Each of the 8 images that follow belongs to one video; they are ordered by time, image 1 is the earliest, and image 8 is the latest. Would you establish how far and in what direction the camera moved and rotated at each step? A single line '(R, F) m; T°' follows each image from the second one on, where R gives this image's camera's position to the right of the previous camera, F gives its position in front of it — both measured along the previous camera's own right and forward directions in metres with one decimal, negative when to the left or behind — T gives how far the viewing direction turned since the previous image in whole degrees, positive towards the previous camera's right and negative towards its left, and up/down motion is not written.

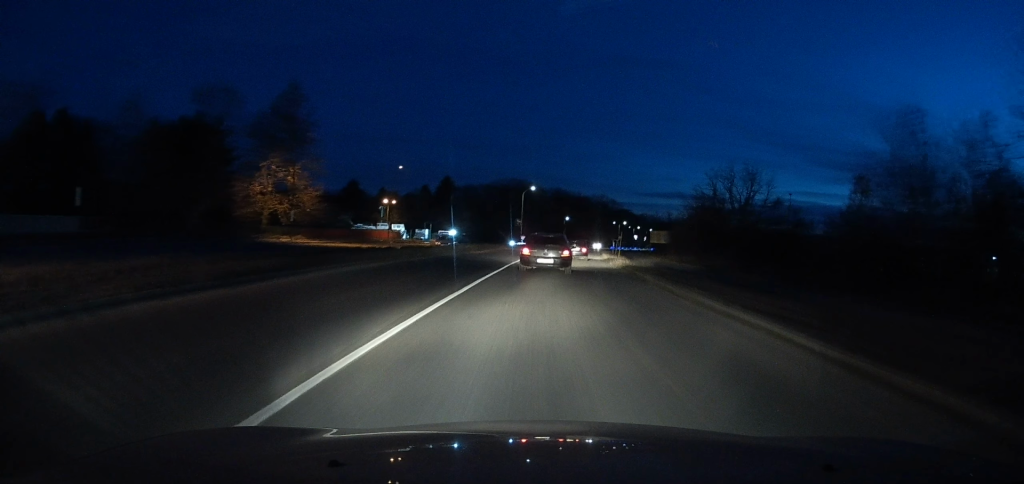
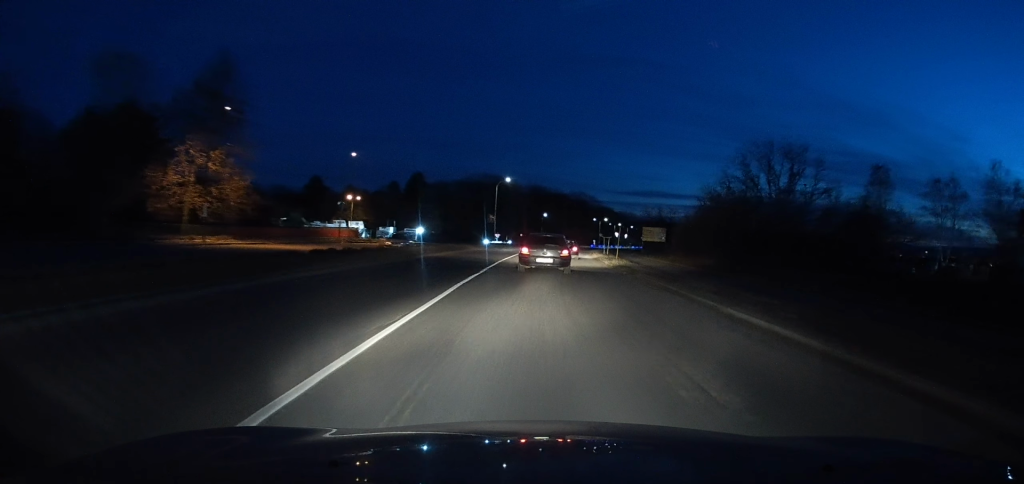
(+0.1, +12.6) m; +1°
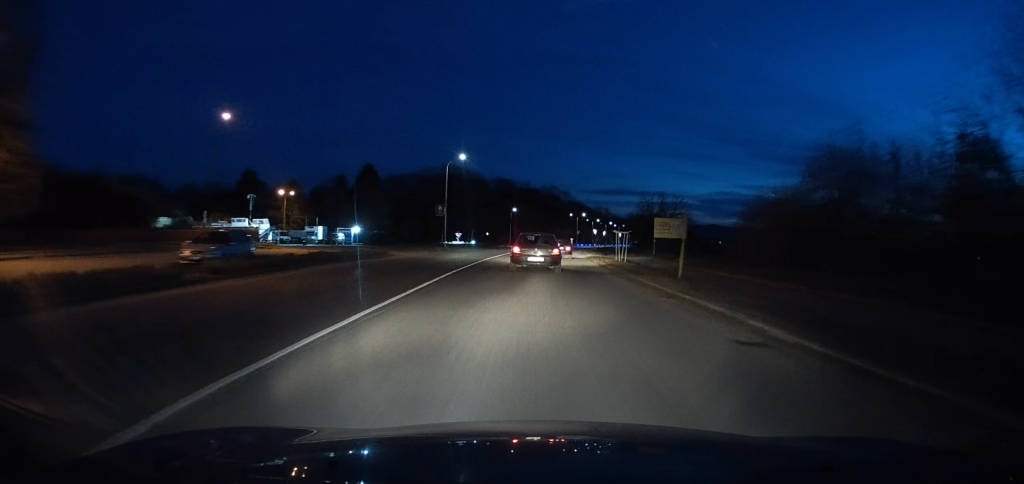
(+0.6, +26.3) m; +4°
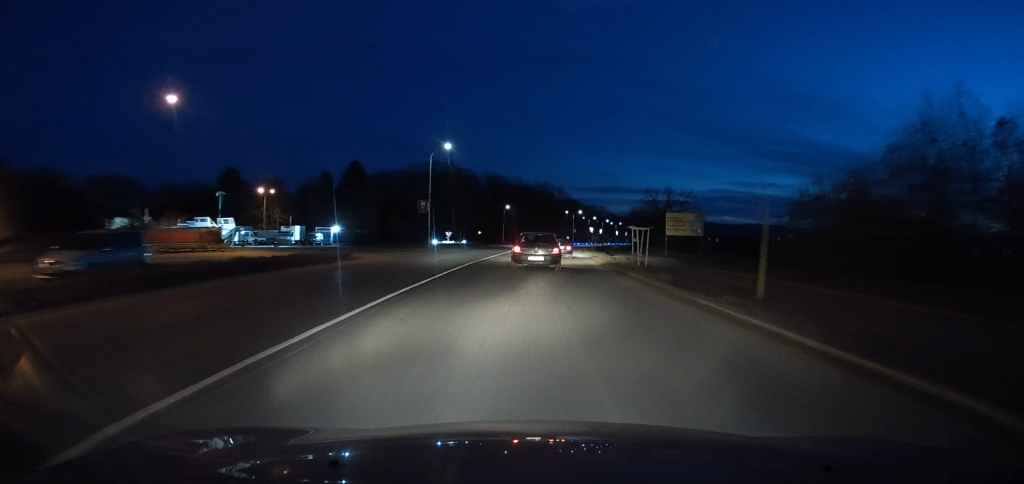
(+0.2, +7.6) m; +1°
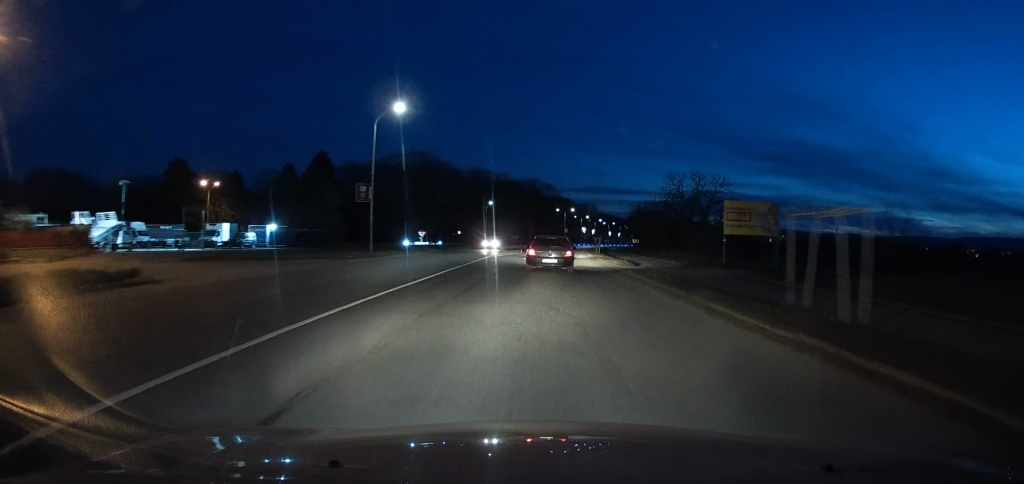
(+0.4, +18.8) m; +1°
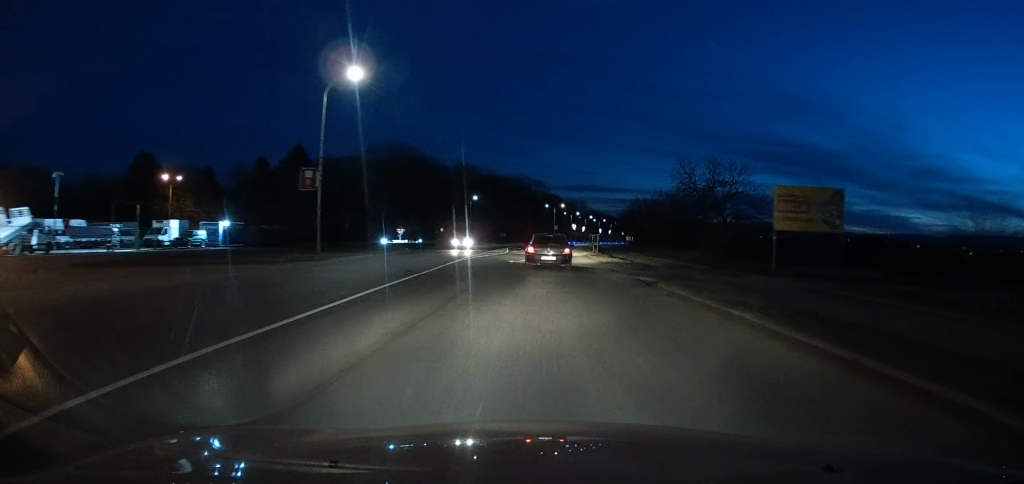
(0.0, +8.9) m; 0°
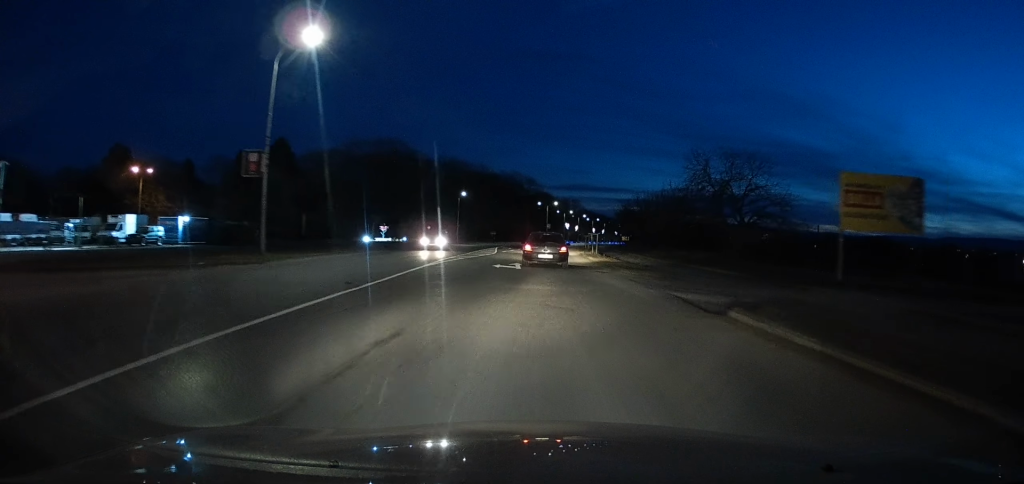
(0.0, +6.5) m; 0°
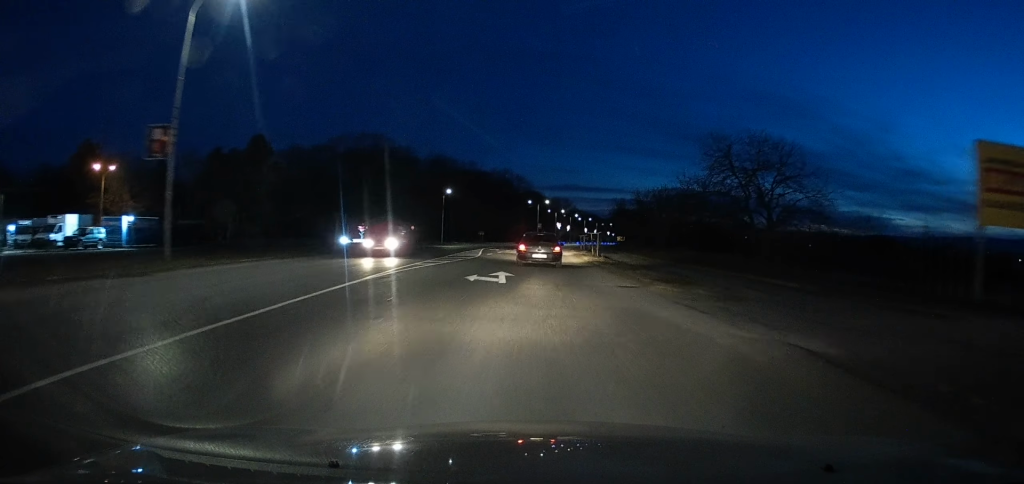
(+0.1, +7.4) m; +1°
